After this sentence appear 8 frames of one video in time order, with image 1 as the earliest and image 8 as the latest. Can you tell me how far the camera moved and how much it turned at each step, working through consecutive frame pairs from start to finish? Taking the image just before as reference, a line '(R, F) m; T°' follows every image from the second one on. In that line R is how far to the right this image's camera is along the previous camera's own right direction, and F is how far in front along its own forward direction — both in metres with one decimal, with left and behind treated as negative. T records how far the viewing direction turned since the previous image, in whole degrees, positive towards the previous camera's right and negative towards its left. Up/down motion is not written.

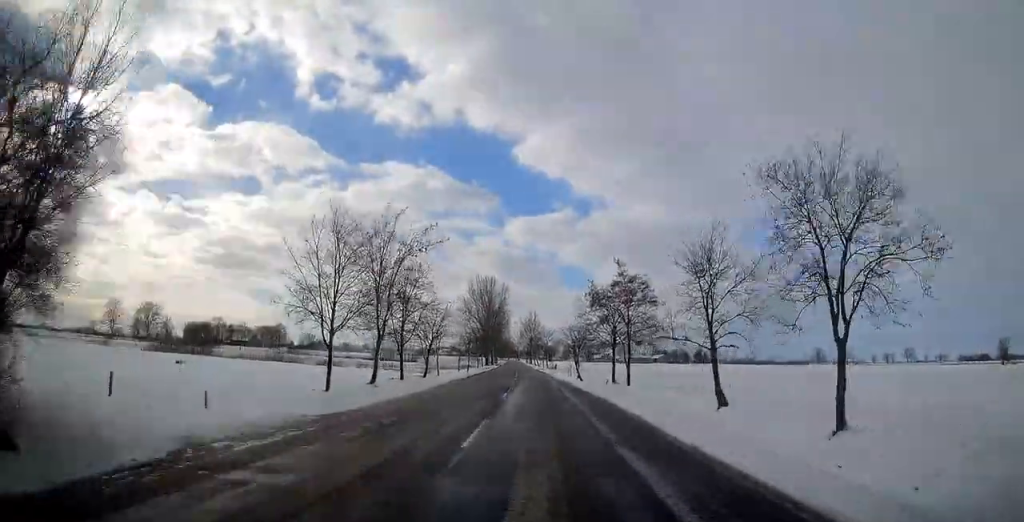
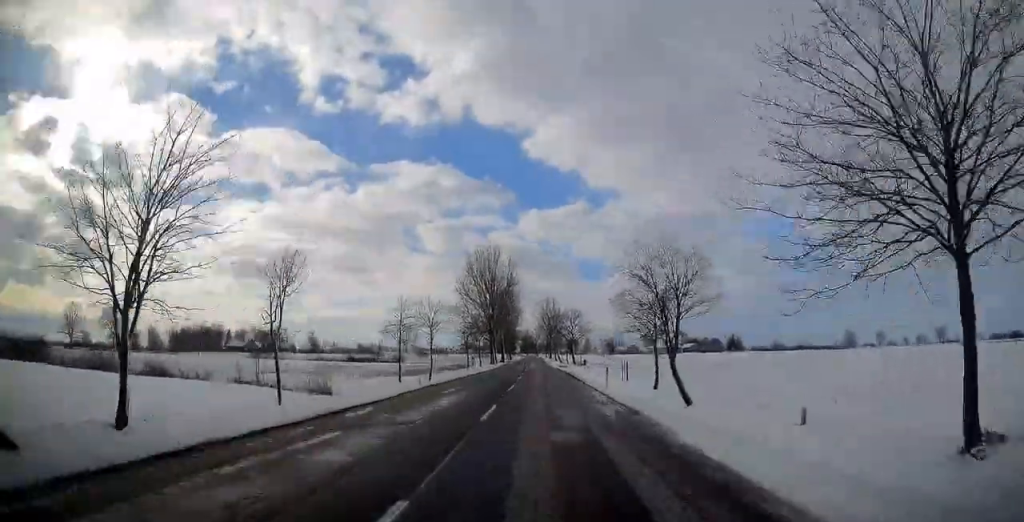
(-0.5, +42.9) m; -1°
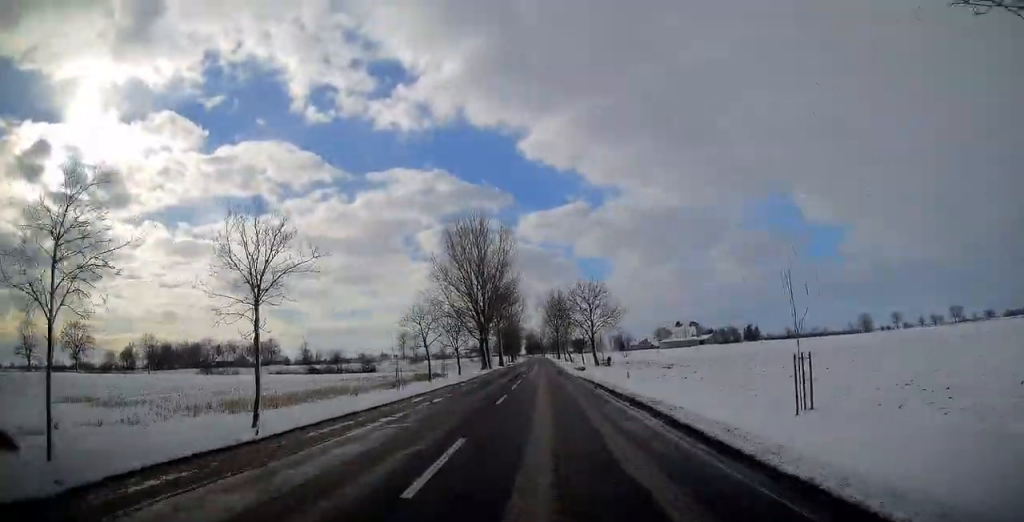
(-0.3, +31.0) m; -1°
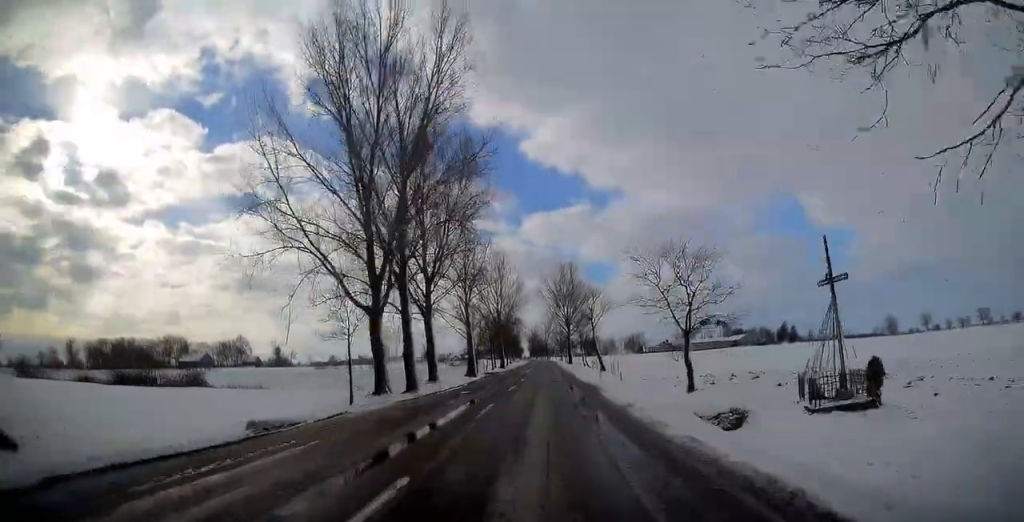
(-0.5, +65.0) m; -1°
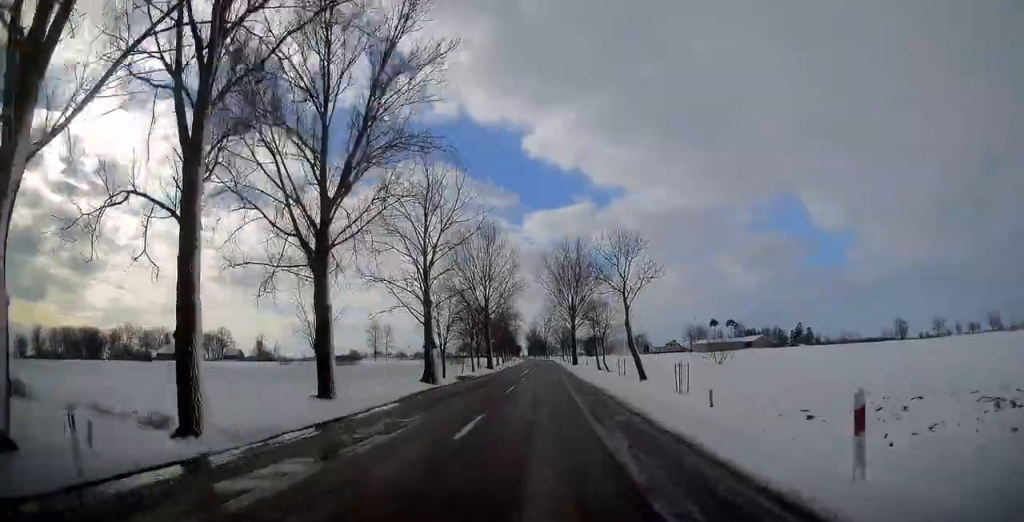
(0.0, +27.8) m; 0°
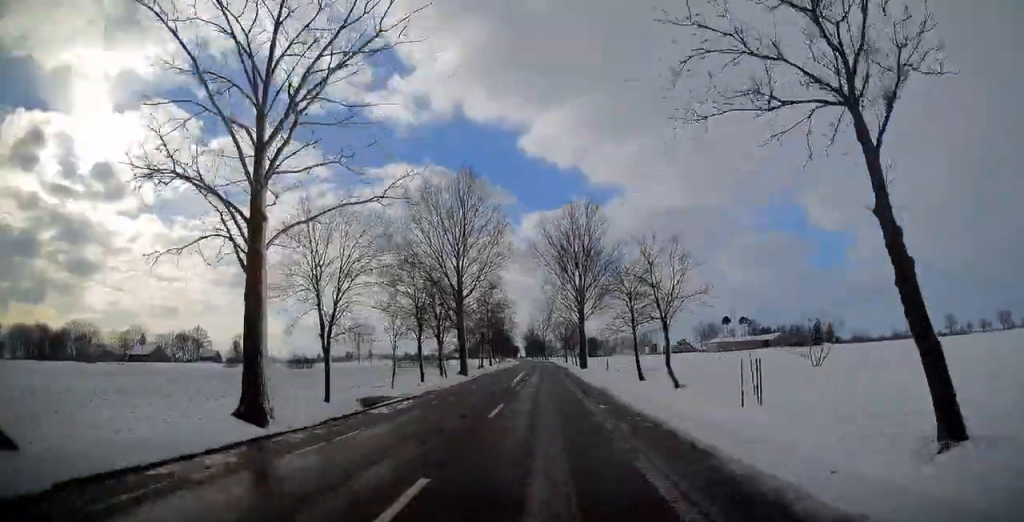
(0.0, +31.6) m; 0°
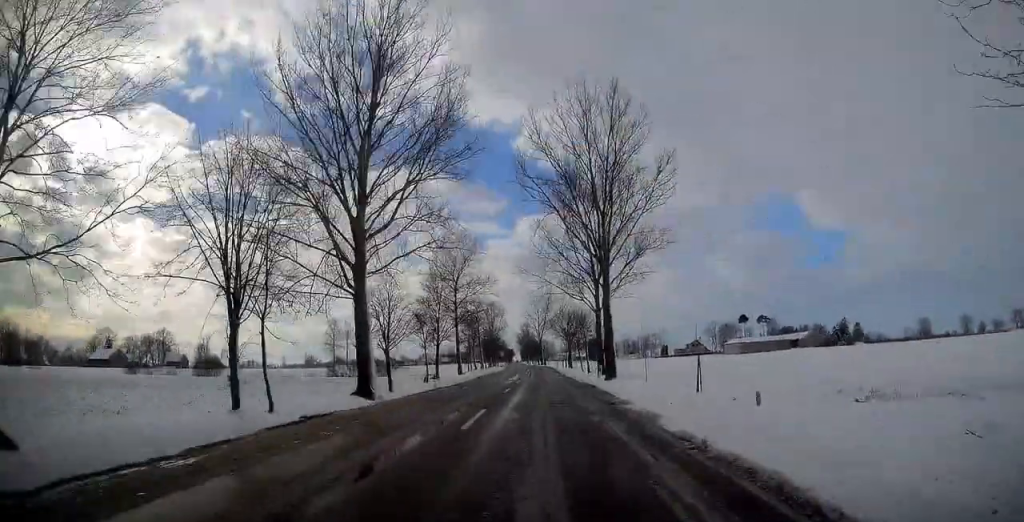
(0.0, +38.4) m; 0°
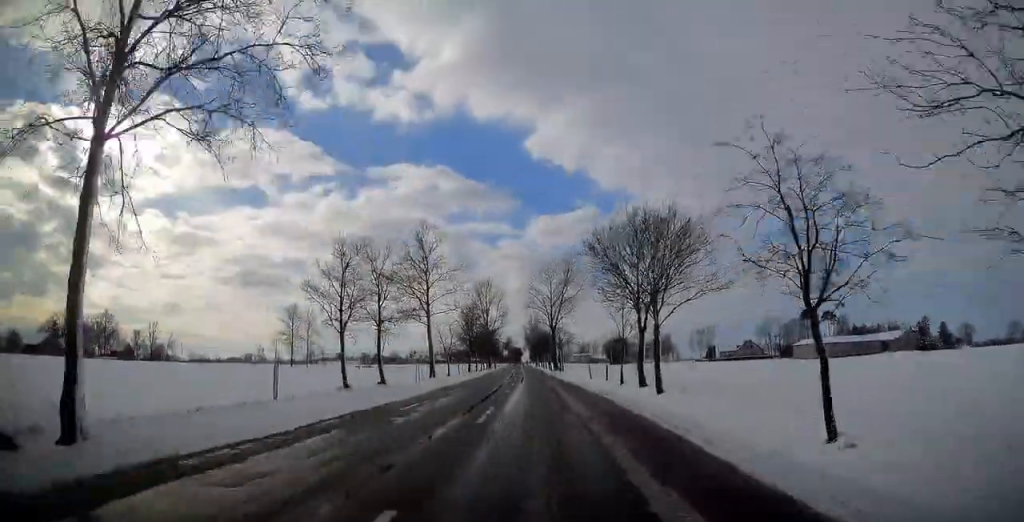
(-0.4, +68.7) m; -1°
